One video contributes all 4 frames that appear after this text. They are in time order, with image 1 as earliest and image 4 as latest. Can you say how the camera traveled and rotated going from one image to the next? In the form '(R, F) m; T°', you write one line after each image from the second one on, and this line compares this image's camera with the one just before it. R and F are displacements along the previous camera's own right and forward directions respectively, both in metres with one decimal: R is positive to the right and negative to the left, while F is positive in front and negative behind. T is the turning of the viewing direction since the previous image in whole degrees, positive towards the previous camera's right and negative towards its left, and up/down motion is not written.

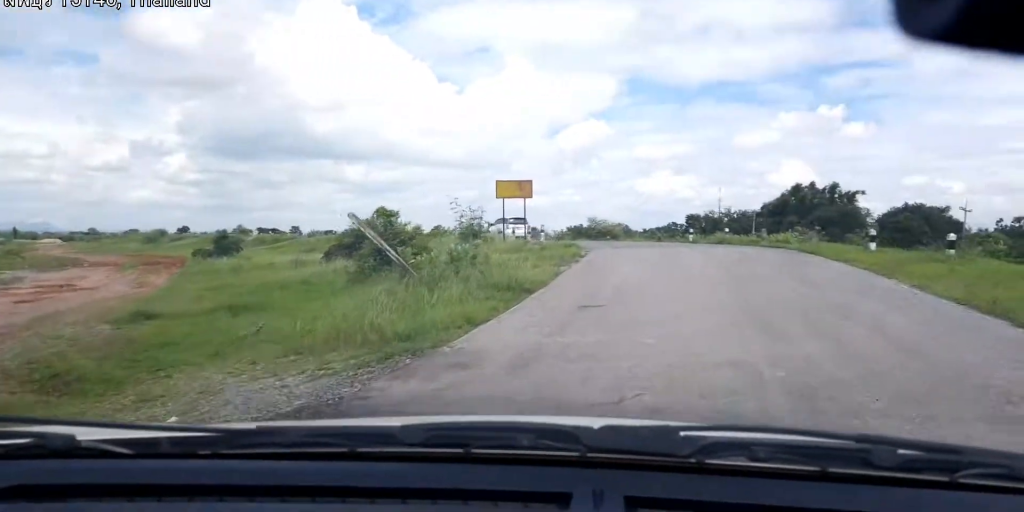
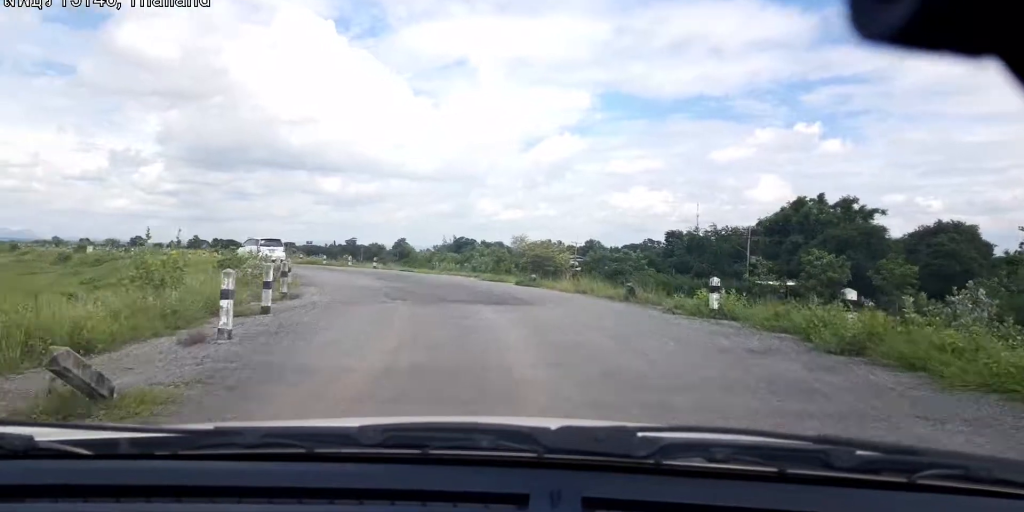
(+9.7, +22.4) m; +32°
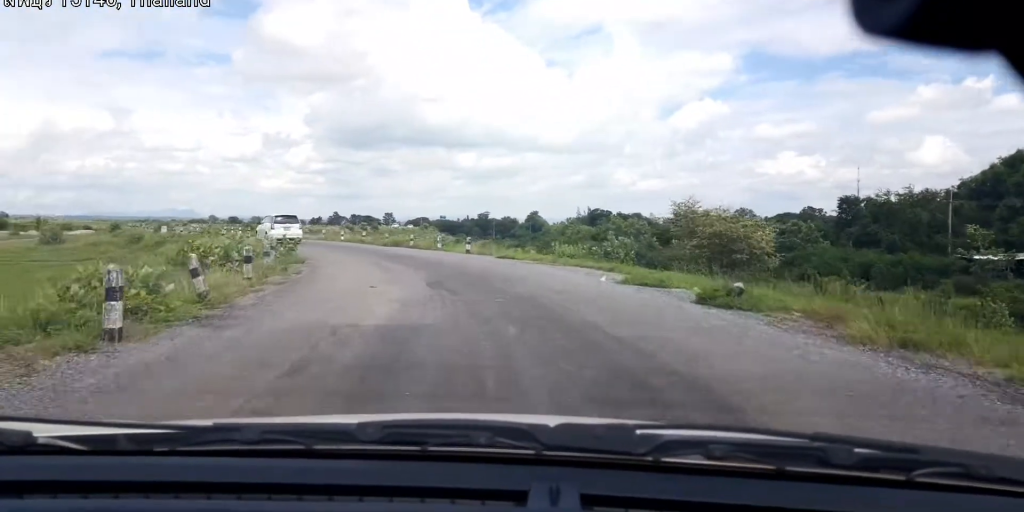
(-0.8, +14.9) m; -9°
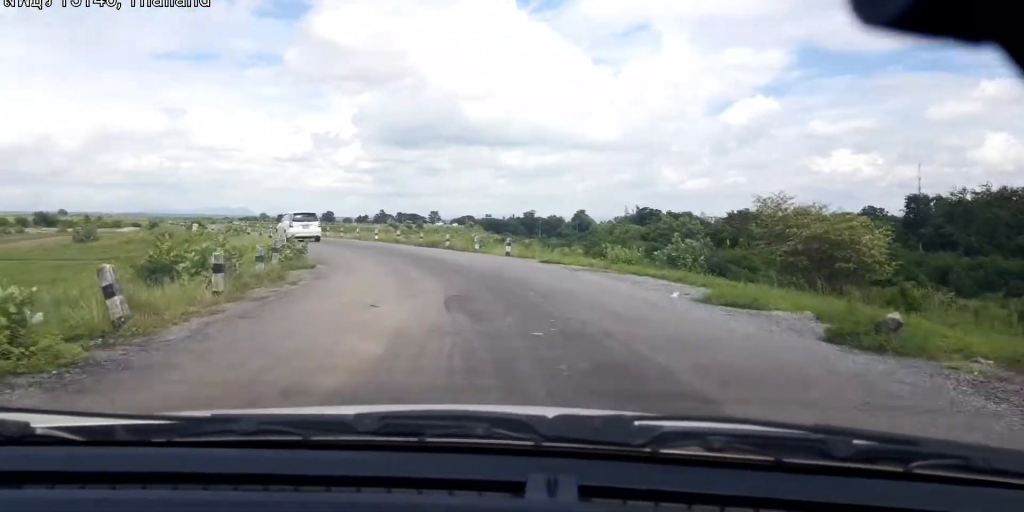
(-0.1, +4.0) m; -4°
